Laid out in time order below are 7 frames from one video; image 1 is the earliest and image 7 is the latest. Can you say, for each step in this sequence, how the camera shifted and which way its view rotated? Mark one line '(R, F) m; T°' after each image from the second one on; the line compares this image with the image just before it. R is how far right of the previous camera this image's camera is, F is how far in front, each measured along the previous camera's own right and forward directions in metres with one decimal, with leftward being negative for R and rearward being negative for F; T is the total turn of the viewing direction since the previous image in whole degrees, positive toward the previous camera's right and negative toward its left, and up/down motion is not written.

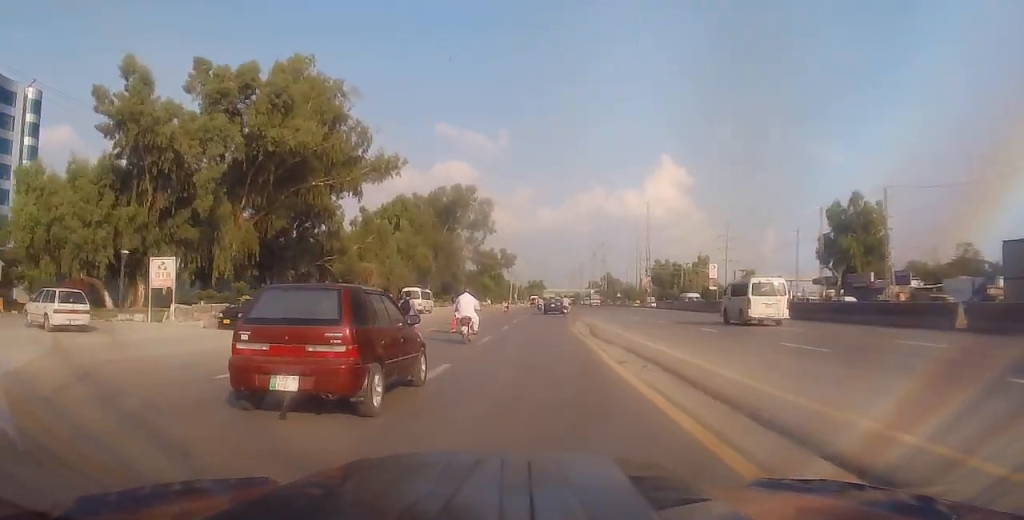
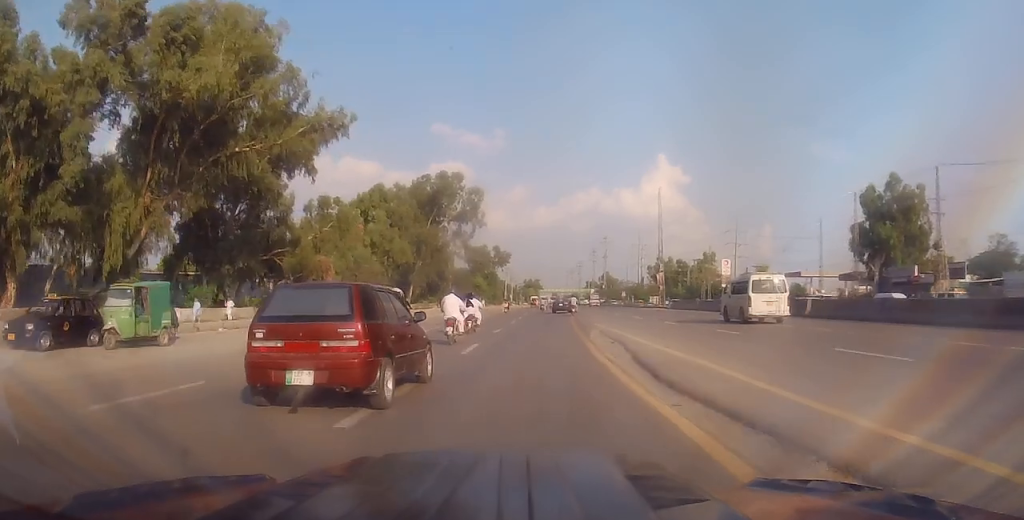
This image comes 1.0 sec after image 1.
(+0.2, +12.4) m; 0°
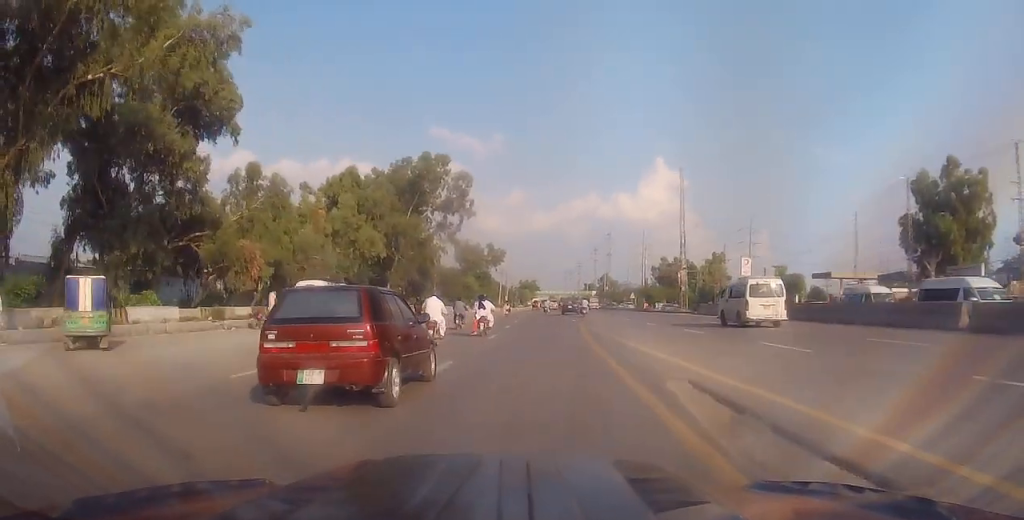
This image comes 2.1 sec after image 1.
(-0.2, +14.0) m; 0°
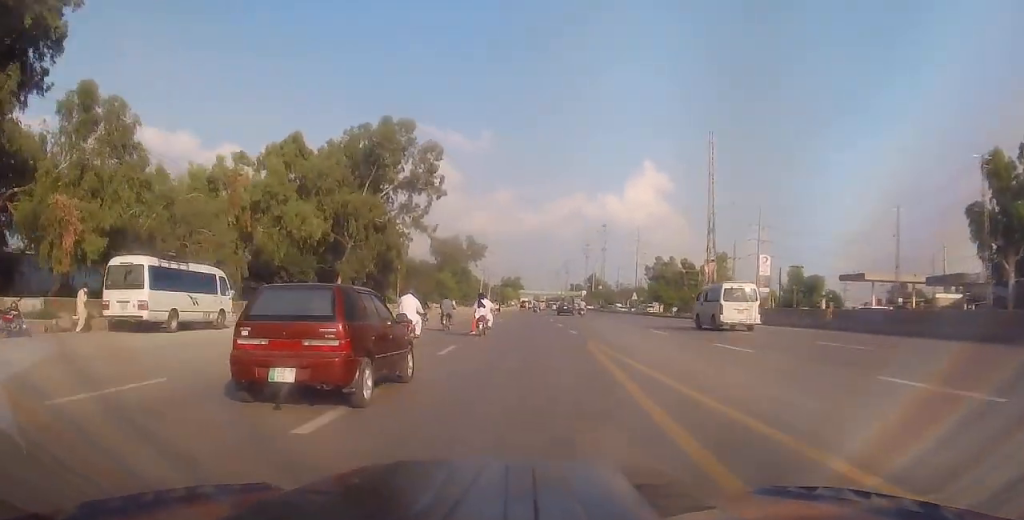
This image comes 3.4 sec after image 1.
(+0.4, +16.5) m; +2°
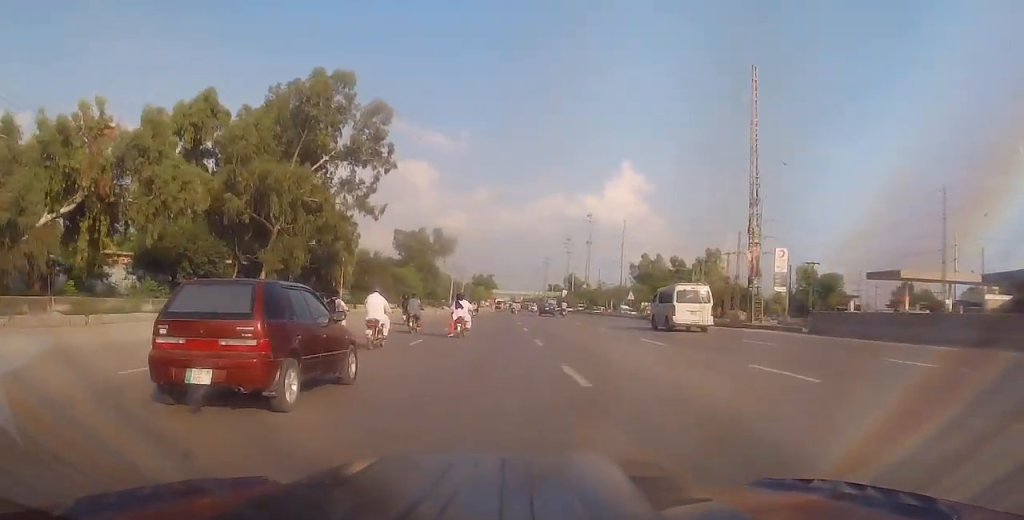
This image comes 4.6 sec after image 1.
(+0.2, +15.7) m; +1°
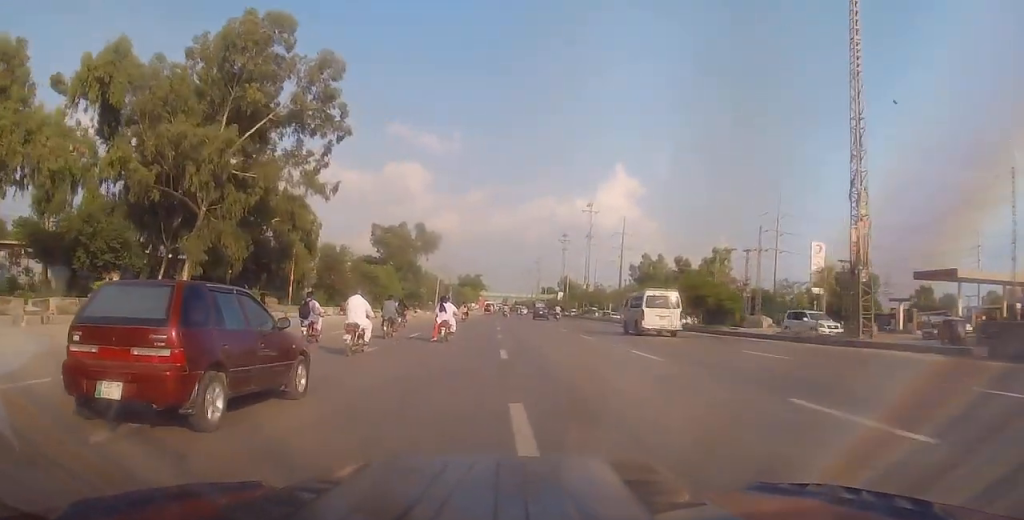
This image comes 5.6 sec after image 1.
(0.0, +13.0) m; 0°
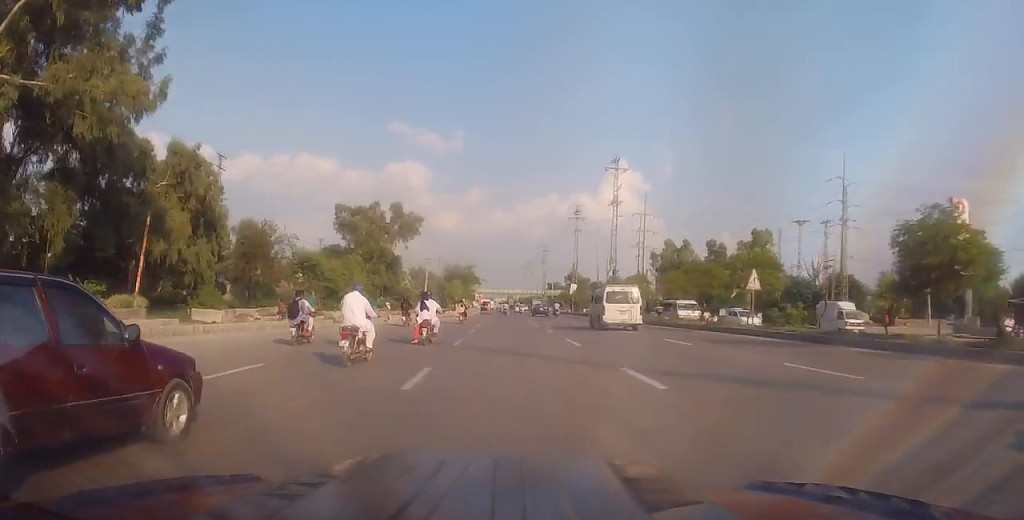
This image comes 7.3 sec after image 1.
(-0.1, +24.6) m; -1°
